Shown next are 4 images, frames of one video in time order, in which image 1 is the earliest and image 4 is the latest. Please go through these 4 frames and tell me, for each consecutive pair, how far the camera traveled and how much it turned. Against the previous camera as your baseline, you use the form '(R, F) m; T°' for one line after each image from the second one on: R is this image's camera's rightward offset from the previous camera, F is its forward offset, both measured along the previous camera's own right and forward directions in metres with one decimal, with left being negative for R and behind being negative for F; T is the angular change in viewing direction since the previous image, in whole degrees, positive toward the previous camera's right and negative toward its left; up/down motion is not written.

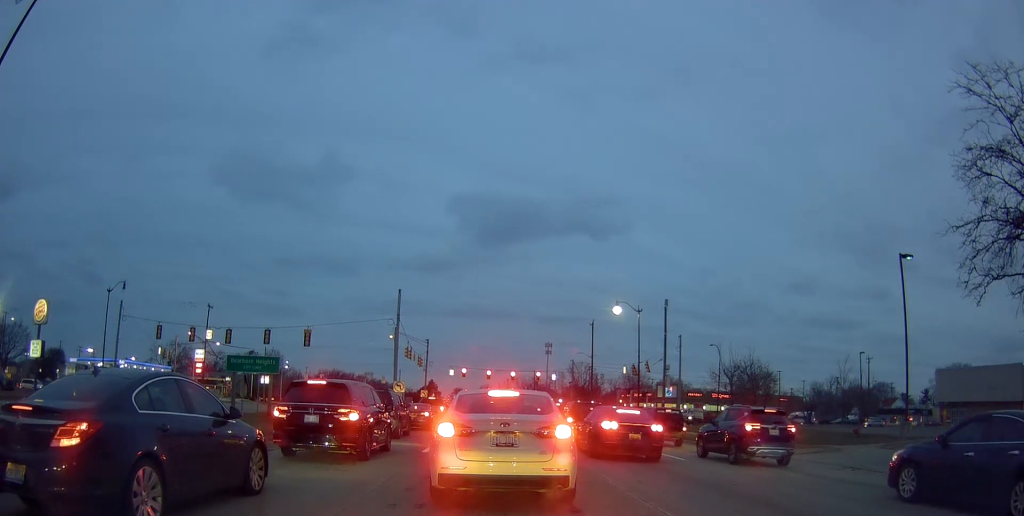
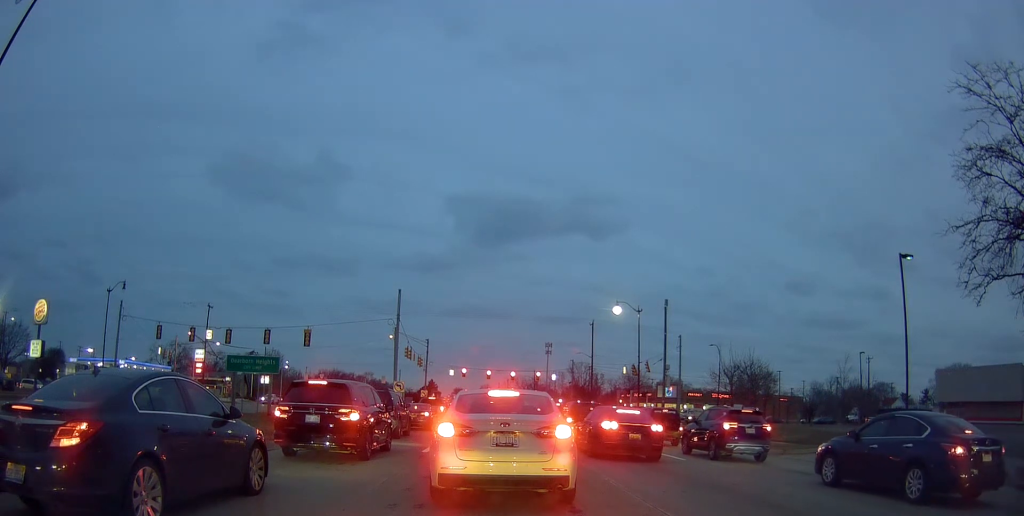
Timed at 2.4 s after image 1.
(0.0, 0.0) m; 0°
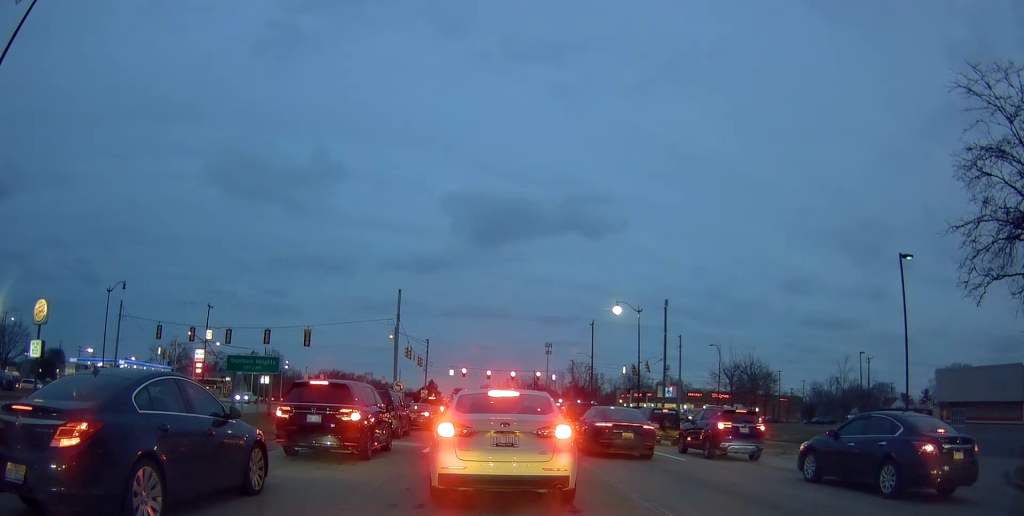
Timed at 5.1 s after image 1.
(0.0, 0.0) m; 0°
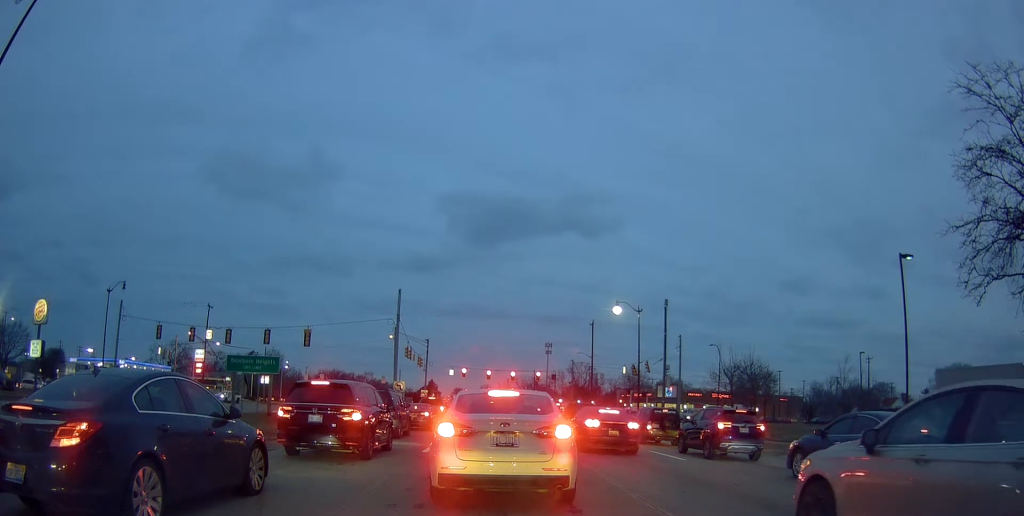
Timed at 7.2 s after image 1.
(0.0, 0.0) m; 0°
